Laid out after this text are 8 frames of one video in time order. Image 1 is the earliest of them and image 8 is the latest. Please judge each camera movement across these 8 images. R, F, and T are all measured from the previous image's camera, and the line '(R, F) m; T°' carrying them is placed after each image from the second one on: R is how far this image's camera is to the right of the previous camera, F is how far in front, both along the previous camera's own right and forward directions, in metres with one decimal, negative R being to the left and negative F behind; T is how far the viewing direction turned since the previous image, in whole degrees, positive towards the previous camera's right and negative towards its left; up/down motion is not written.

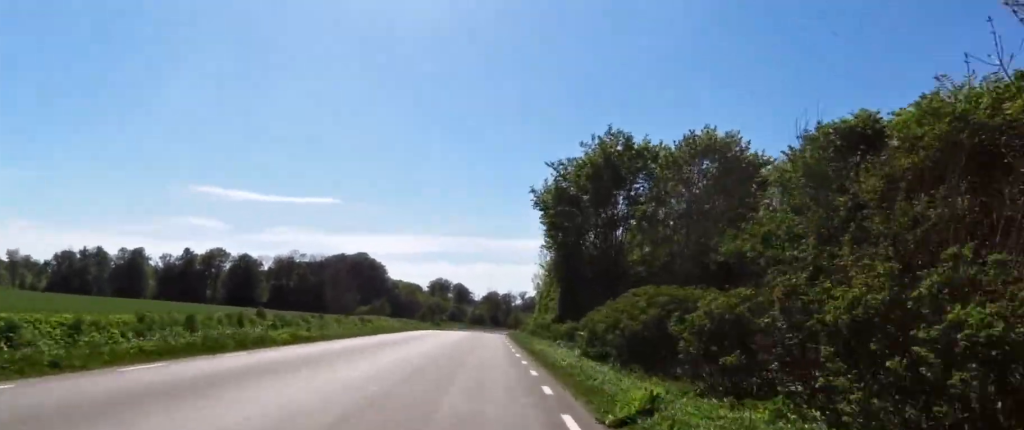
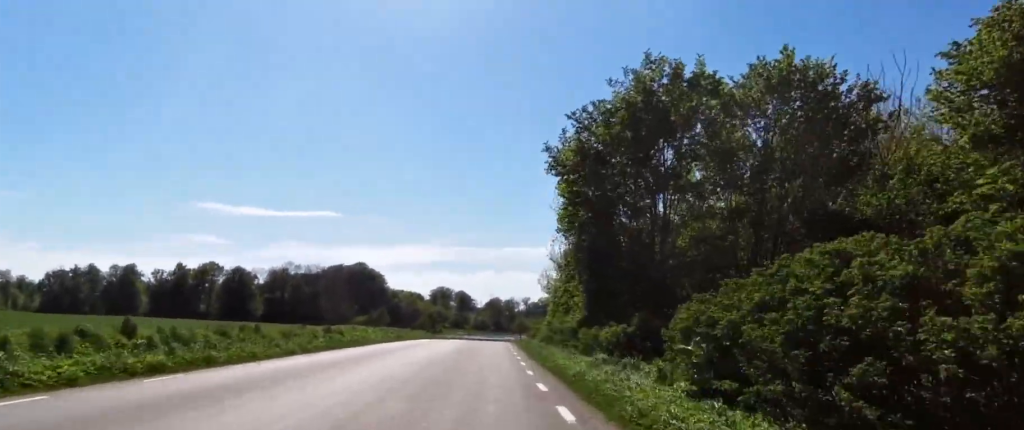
(+1.1, +8.7) m; +6°
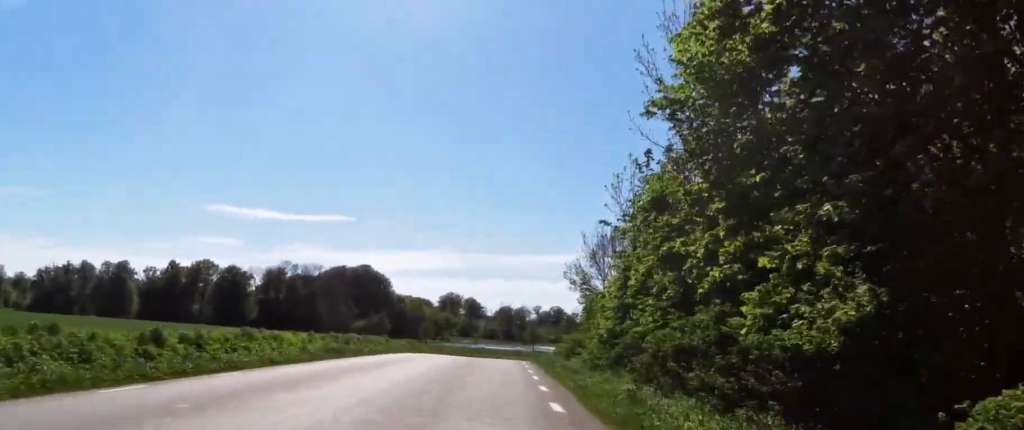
(-0.7, +16.1) m; -7°
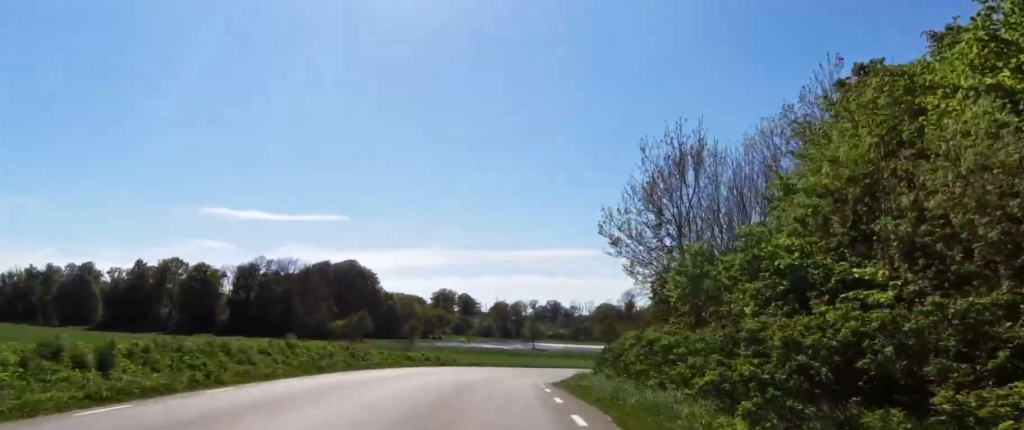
(-0.1, +18.1) m; -3°
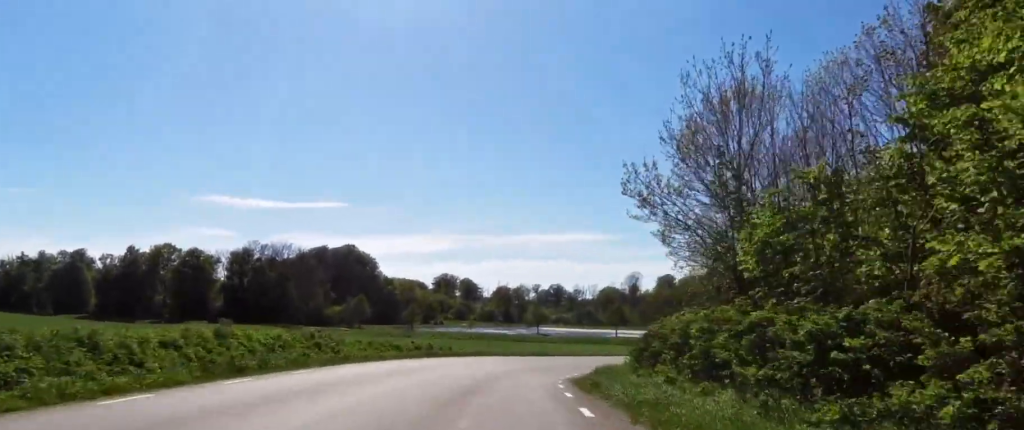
(-1.0, +5.6) m; 0°
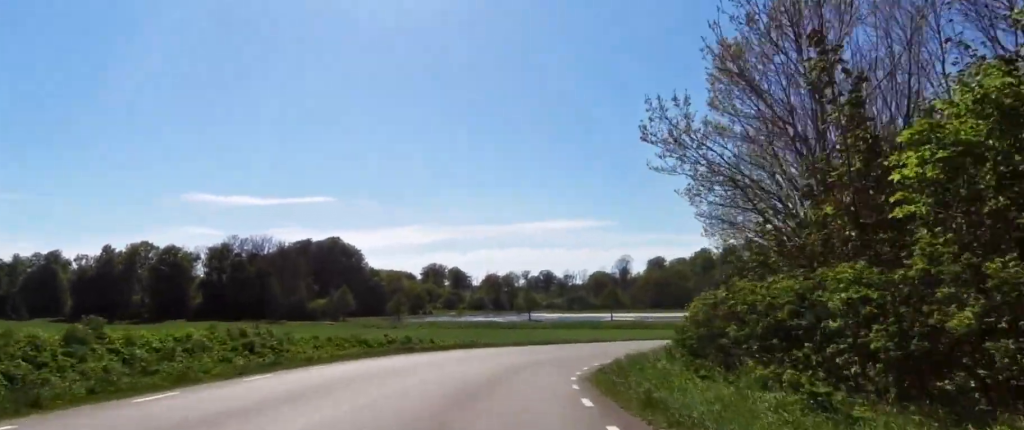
(+0.4, +5.1) m; +4°
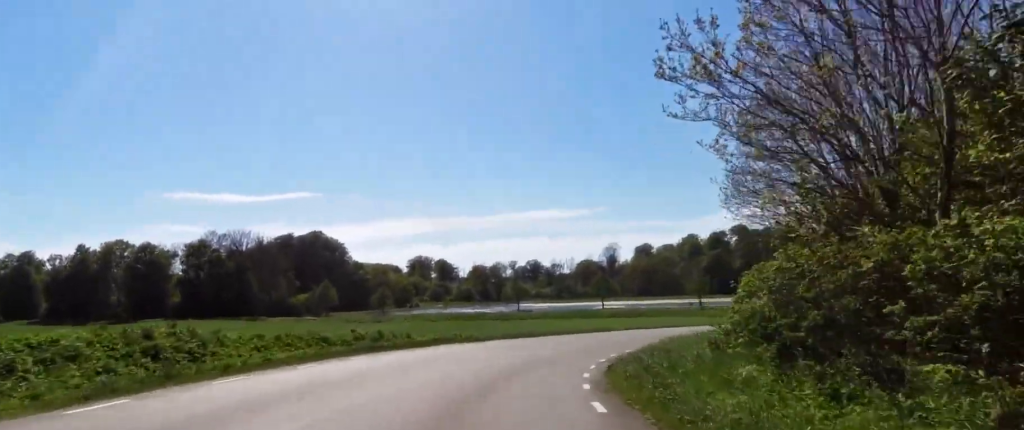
(+0.5, +4.0) m; +5°
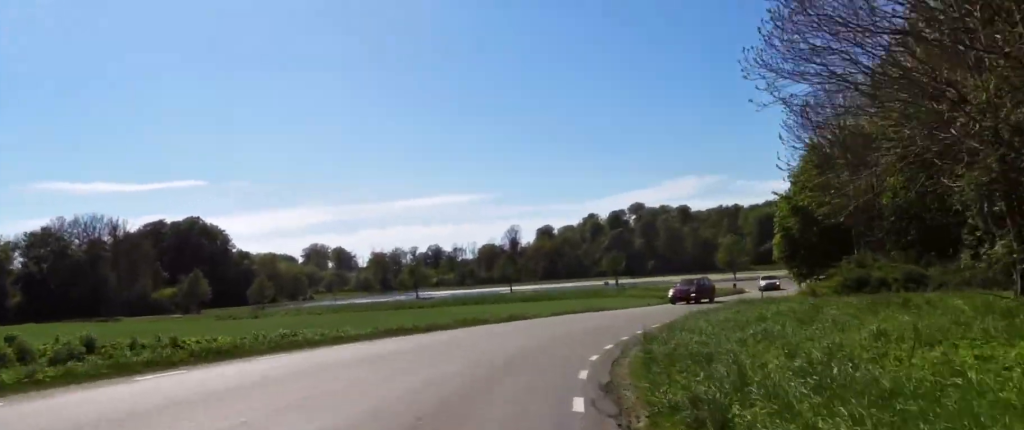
(+1.0, +12.4) m; +13°
